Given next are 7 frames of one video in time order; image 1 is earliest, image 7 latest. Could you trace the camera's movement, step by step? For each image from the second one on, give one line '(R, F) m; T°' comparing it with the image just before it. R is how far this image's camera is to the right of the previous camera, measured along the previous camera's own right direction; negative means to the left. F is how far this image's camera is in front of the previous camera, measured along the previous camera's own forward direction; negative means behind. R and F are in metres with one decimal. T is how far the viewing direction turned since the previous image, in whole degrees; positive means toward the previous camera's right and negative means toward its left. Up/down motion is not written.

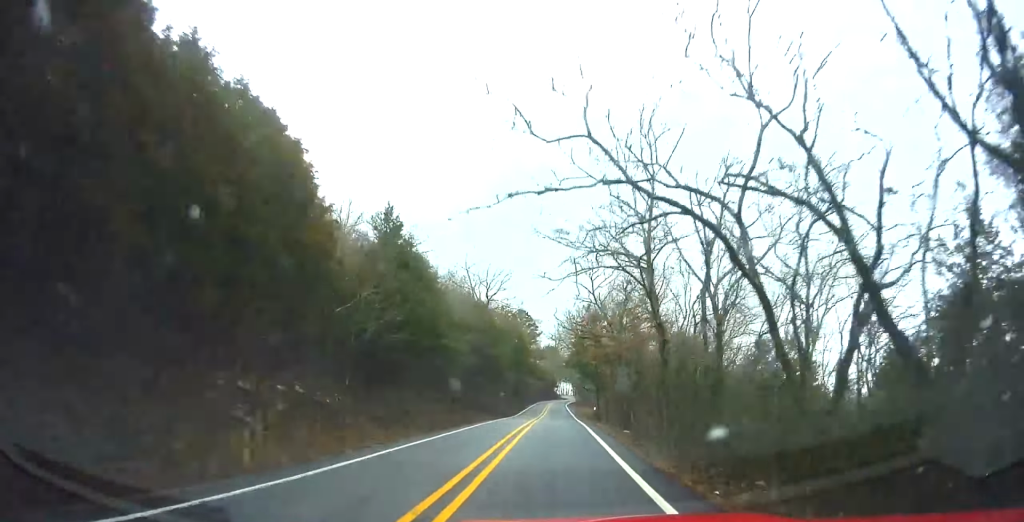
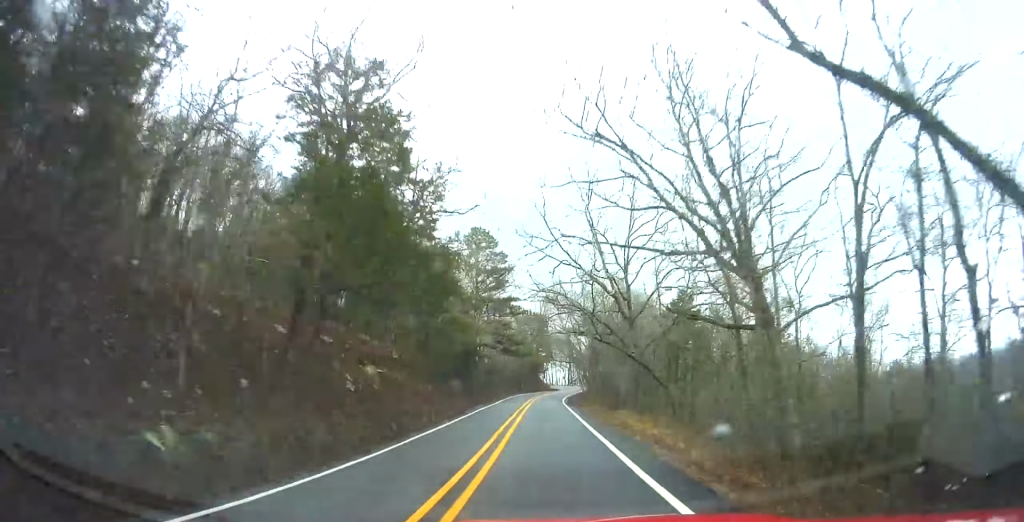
(+0.7, +53.3) m; +1°
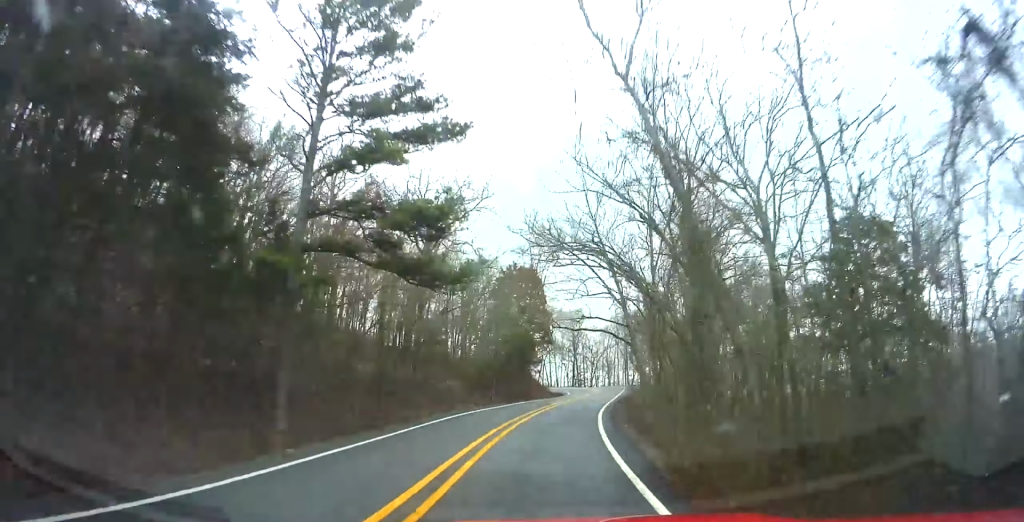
(+0.1, +43.9) m; +2°
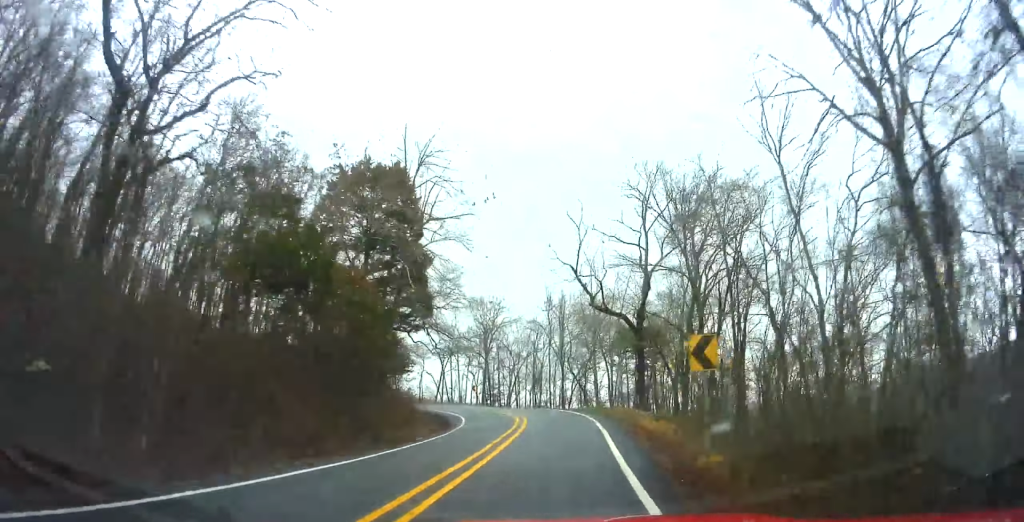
(+0.2, +36.3) m; +1°
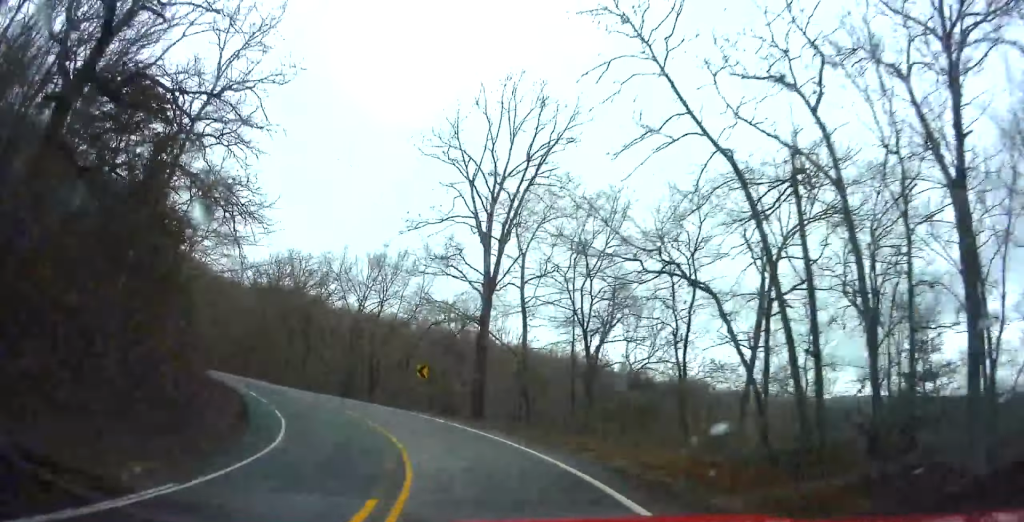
(-3.0, +78.8) m; -18°
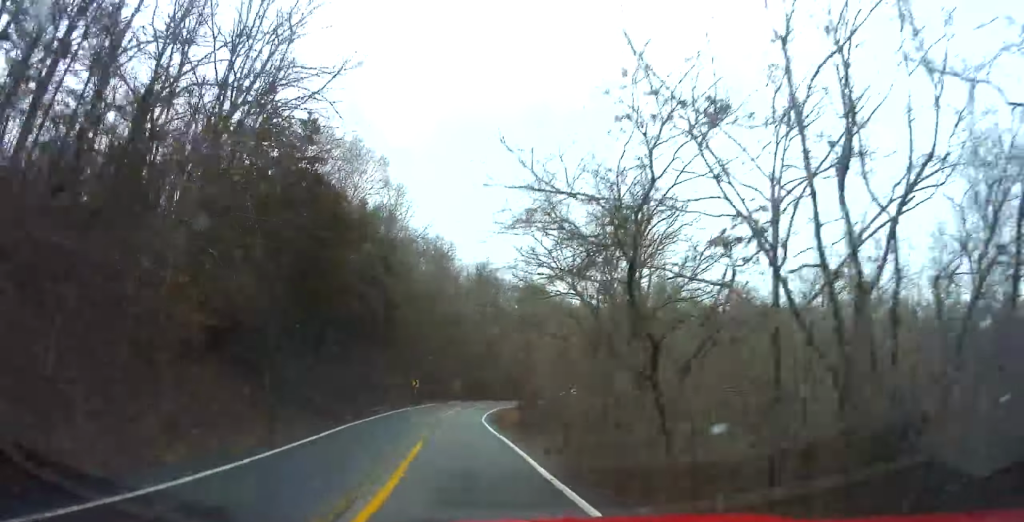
(-7.7, +36.5) m; -27°
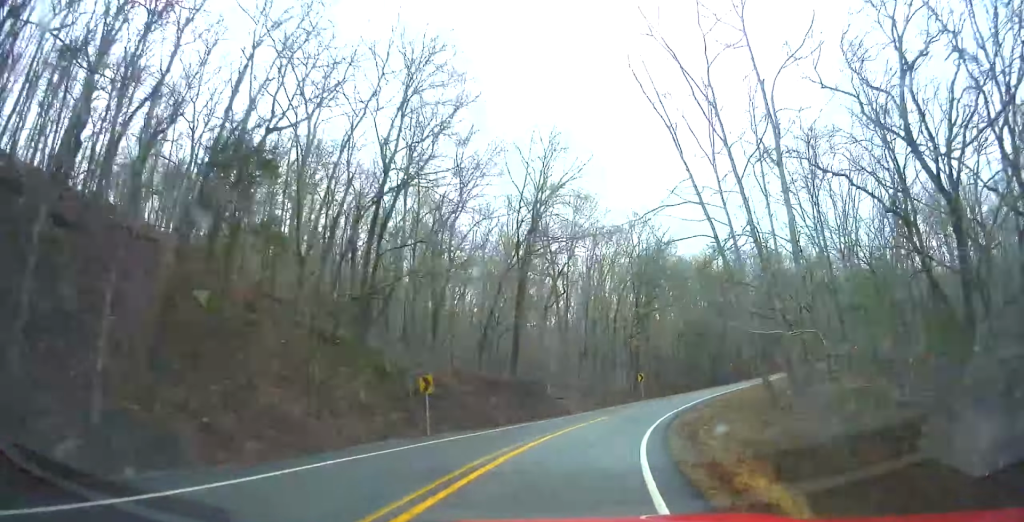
(-23.9, +63.7) m; -18°
